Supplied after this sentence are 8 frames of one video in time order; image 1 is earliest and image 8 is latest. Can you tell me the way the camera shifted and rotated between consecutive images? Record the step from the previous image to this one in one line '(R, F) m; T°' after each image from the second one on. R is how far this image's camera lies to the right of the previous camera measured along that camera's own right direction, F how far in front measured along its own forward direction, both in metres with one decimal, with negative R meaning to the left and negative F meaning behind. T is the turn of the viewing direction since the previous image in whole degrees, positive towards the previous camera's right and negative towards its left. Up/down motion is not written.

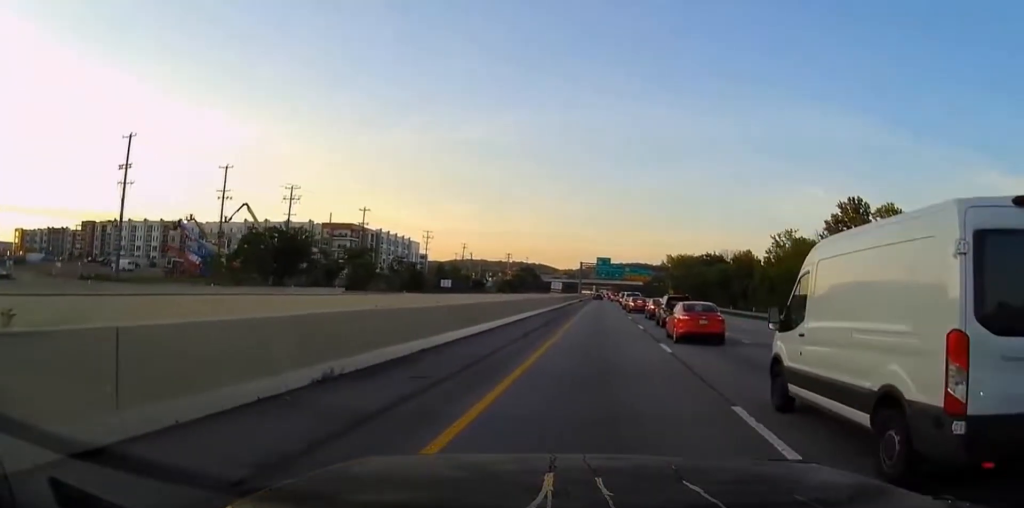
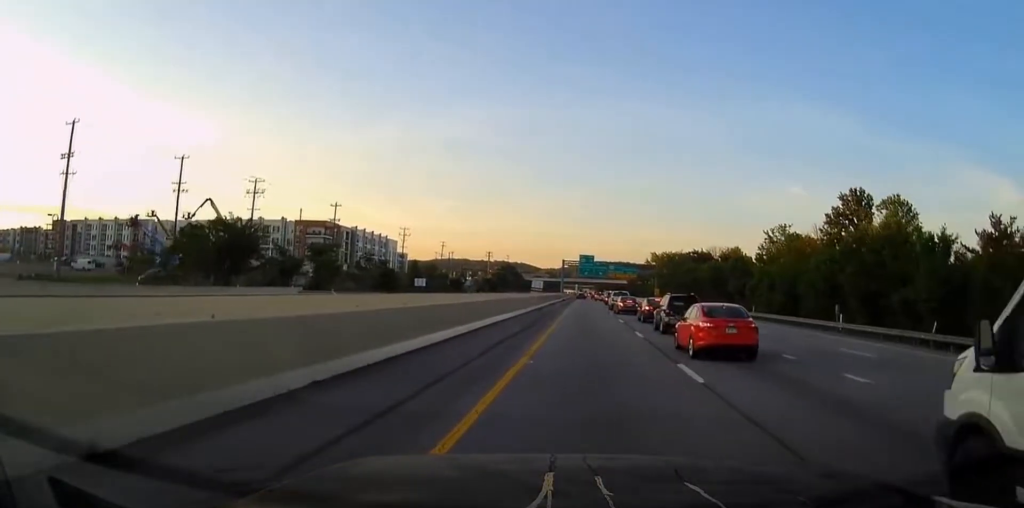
(+0.3, +6.5) m; +2°
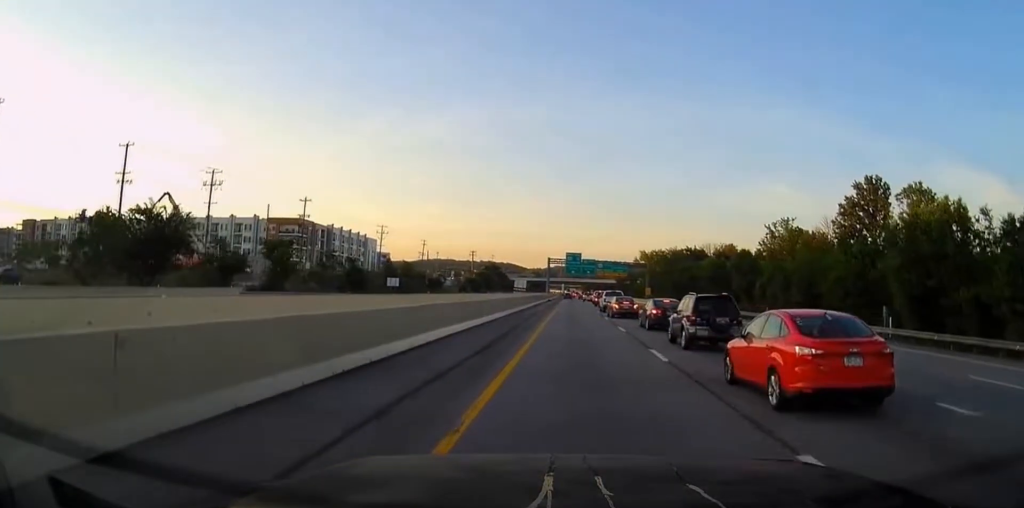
(+0.2, +8.8) m; +2°
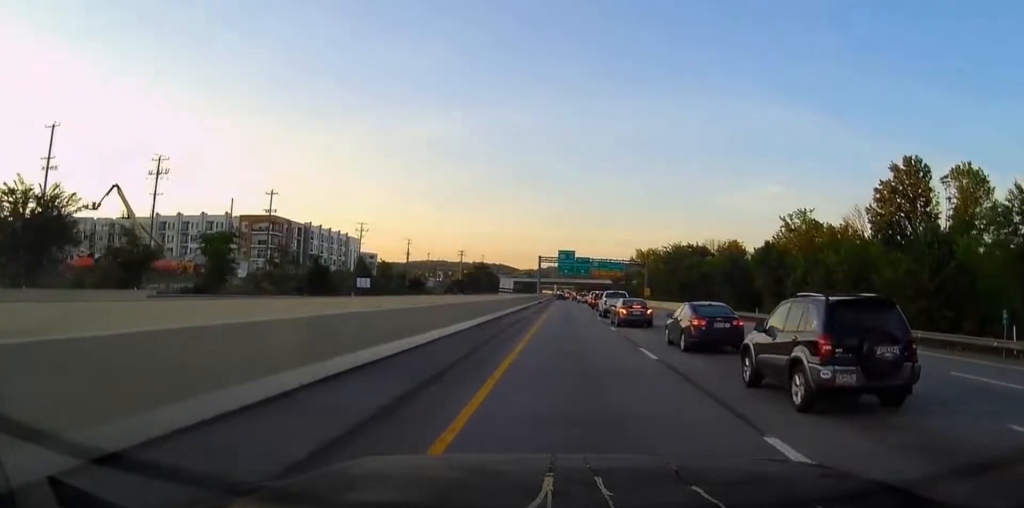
(+0.1, +10.9) m; +1°
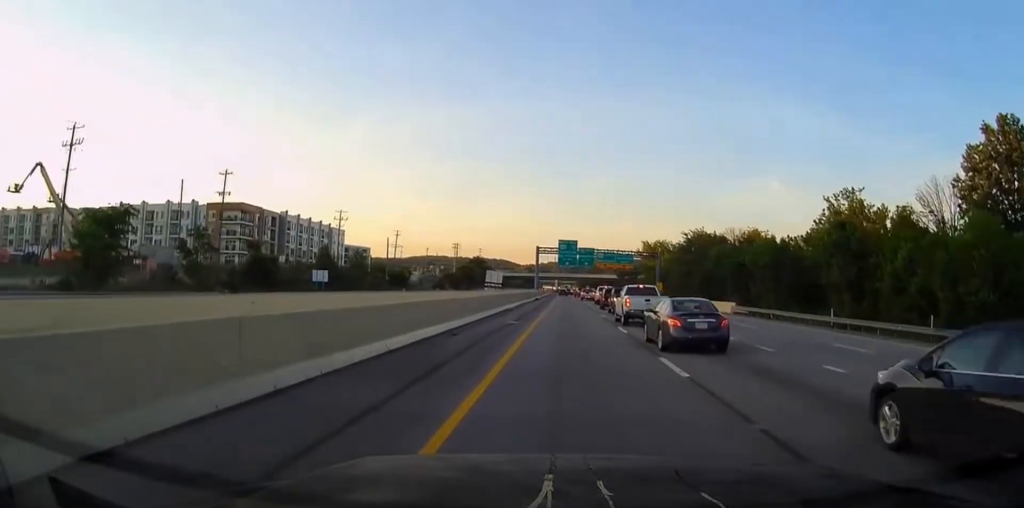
(+0.1, +17.1) m; 0°
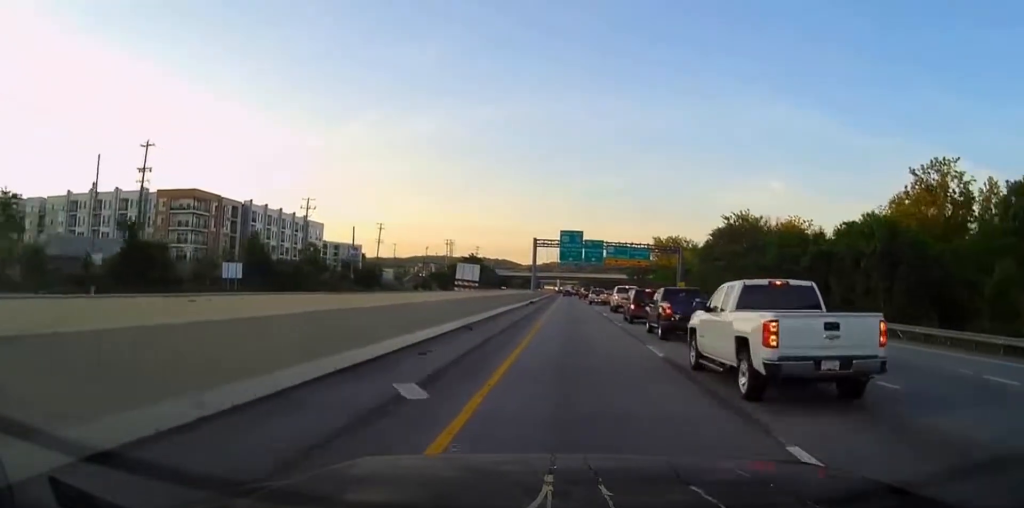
(0.0, +21.3) m; +1°
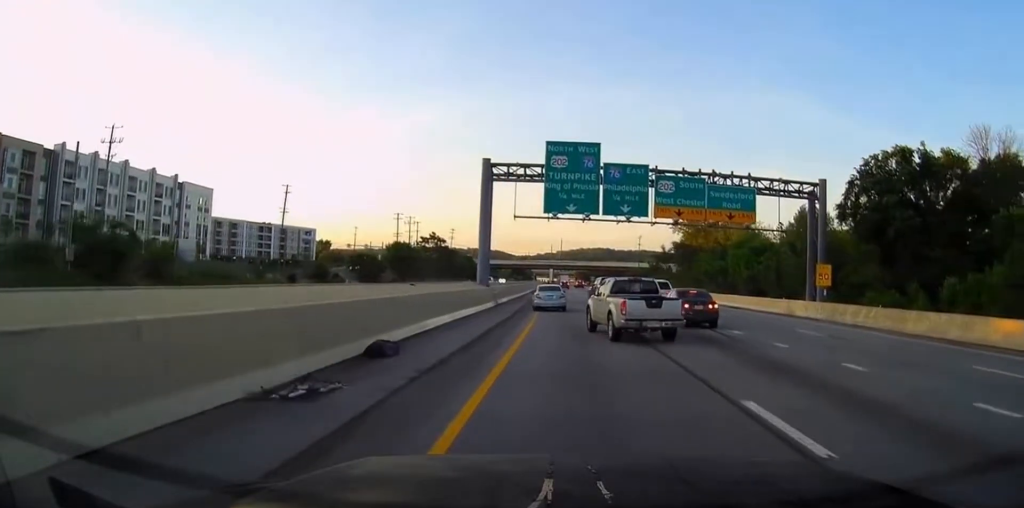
(-0.2, +61.8) m; 0°
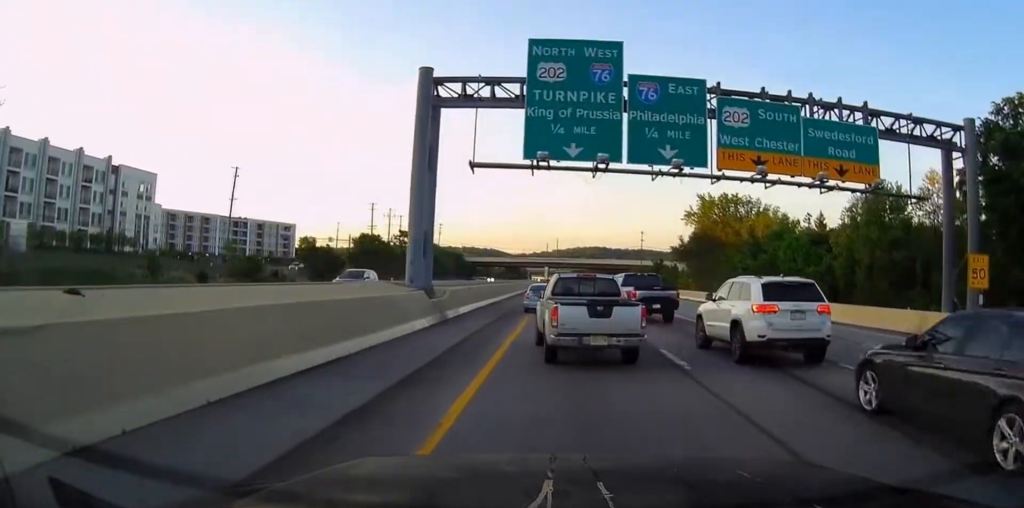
(0.0, +20.6) m; 0°
